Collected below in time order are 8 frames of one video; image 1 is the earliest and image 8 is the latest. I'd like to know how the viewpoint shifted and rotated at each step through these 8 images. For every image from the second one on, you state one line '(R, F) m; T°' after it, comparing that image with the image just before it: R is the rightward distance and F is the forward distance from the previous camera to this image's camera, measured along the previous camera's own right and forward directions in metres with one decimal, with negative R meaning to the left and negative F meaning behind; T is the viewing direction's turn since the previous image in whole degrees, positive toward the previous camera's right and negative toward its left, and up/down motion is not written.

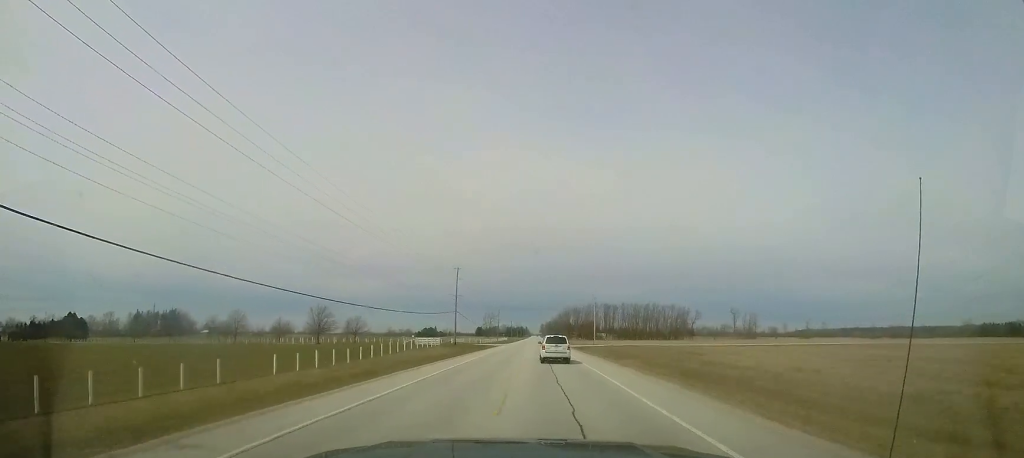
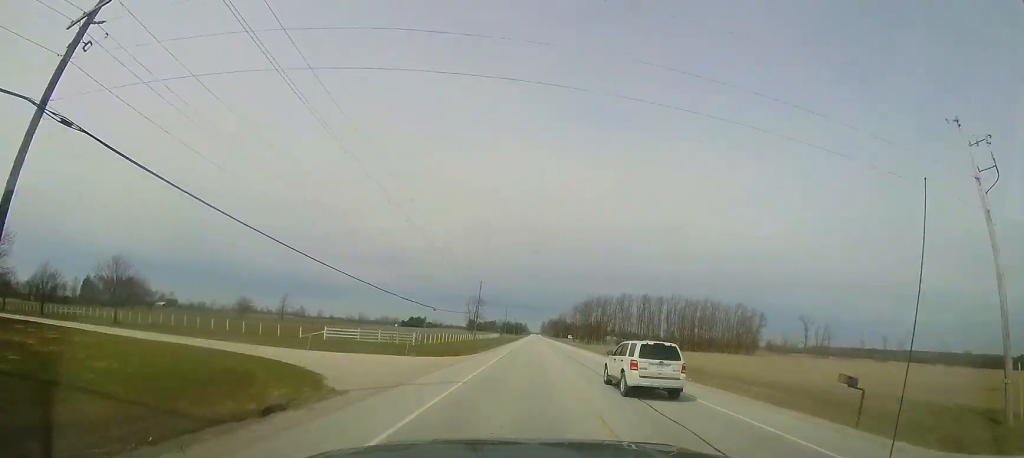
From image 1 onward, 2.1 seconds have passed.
(-1.2, +65.1) m; 0°
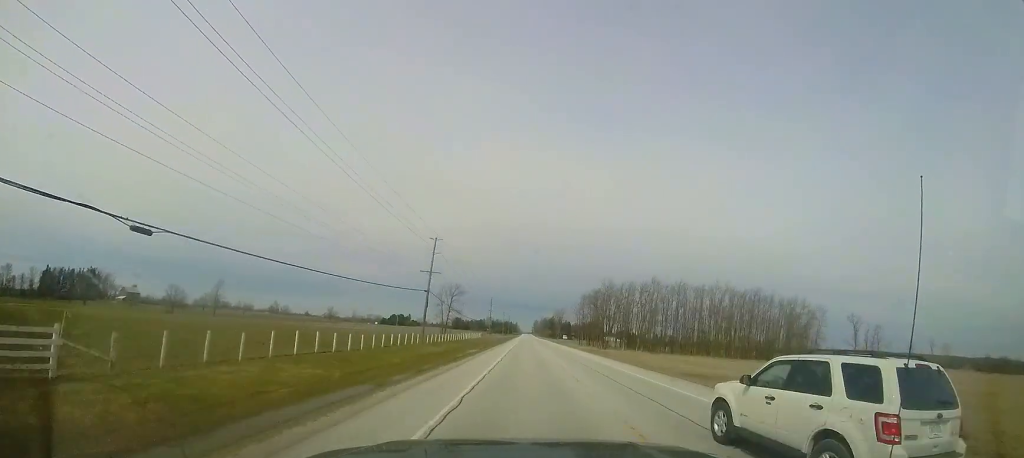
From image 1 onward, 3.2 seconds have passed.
(+0.5, +36.4) m; +1°
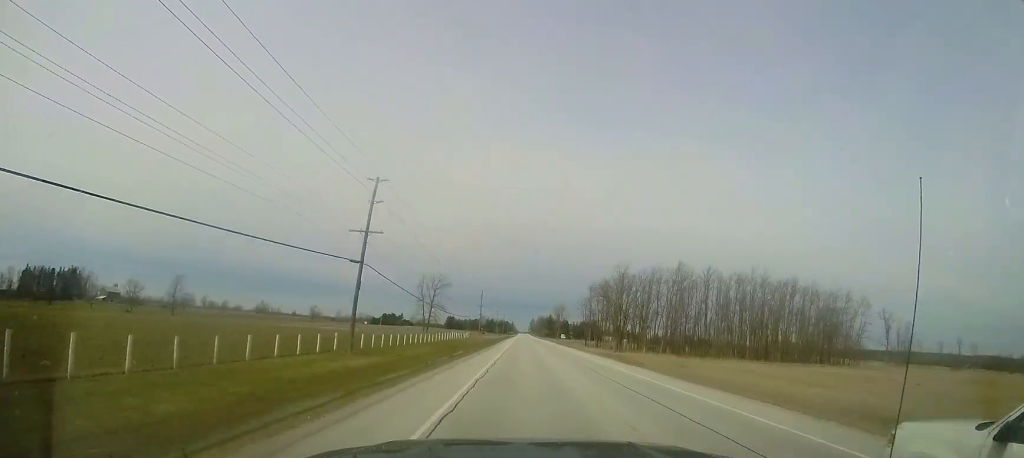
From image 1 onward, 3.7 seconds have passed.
(0.0, +18.1) m; 0°
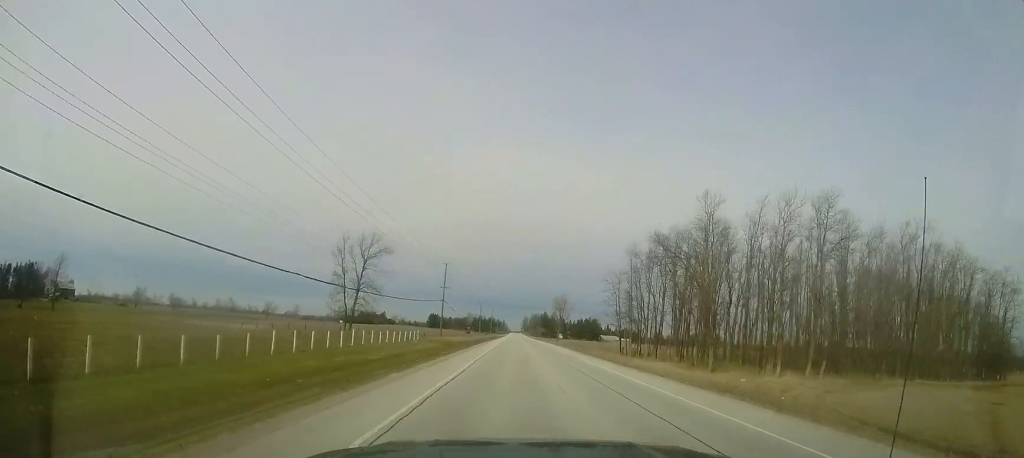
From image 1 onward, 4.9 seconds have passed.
(+0.3, +41.3) m; +1°
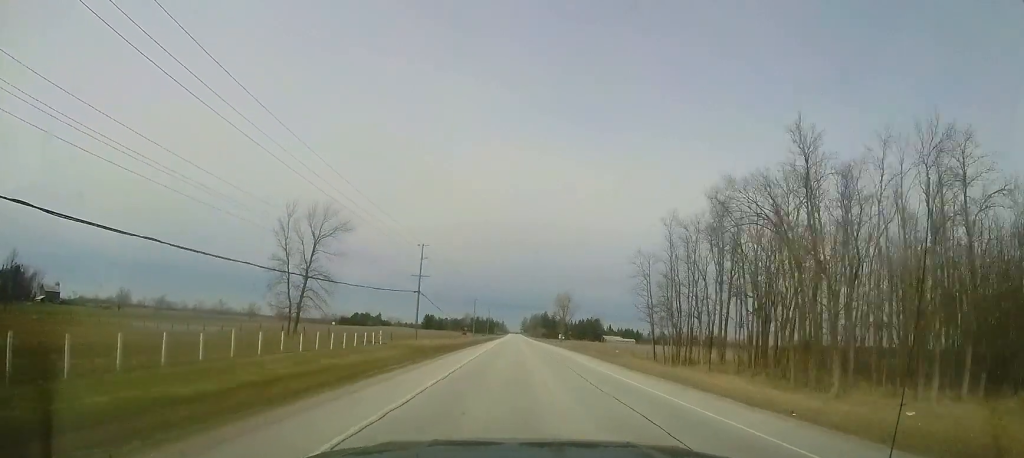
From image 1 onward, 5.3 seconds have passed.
(+0.1, +15.1) m; 0°
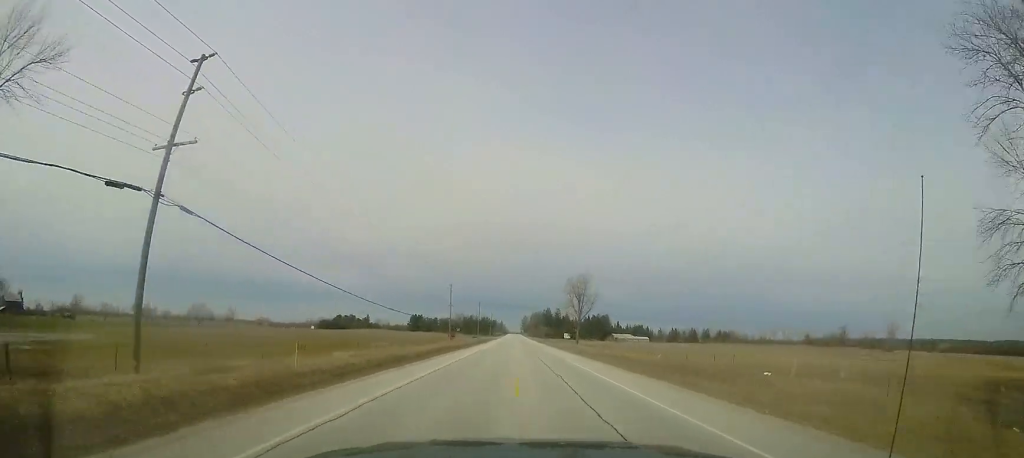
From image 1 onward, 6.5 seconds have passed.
(+0.2, +39.2) m; +1°
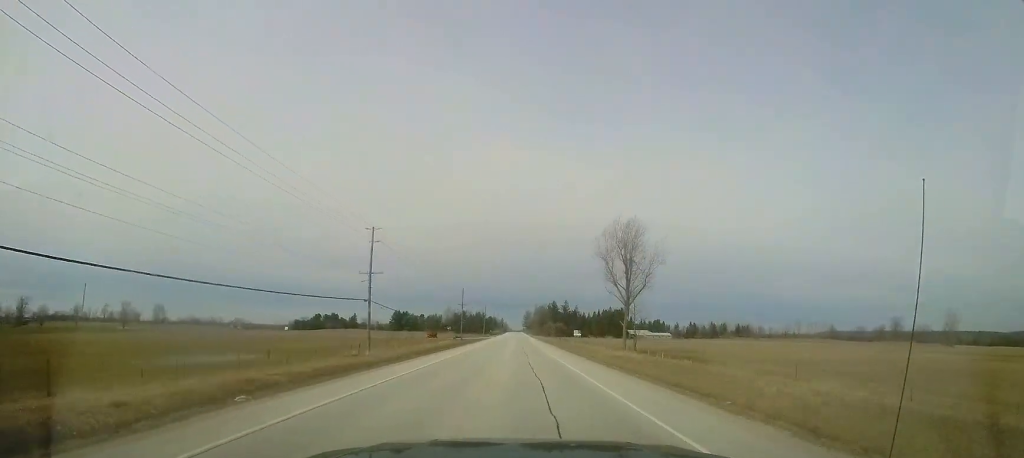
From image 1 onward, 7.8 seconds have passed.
(+0.3, +43.8) m; 0°
